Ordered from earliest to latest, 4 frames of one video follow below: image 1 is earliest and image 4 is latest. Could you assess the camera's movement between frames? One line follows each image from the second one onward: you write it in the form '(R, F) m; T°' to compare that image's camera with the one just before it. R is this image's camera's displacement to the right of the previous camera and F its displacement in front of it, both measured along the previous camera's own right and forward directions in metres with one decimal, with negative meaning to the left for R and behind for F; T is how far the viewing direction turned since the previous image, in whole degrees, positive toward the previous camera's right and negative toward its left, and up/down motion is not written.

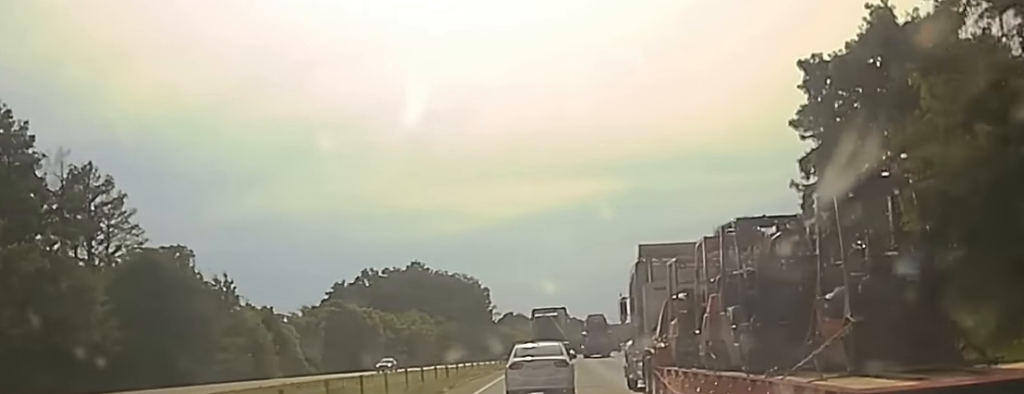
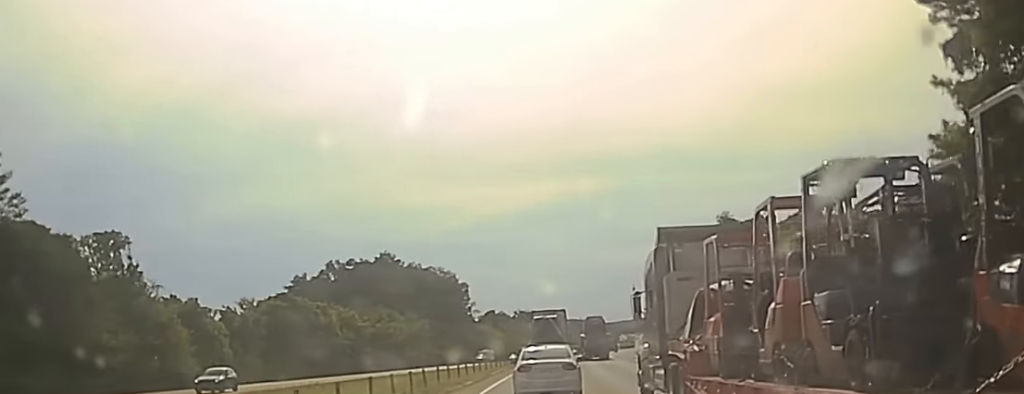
(+0.4, +27.0) m; +1°
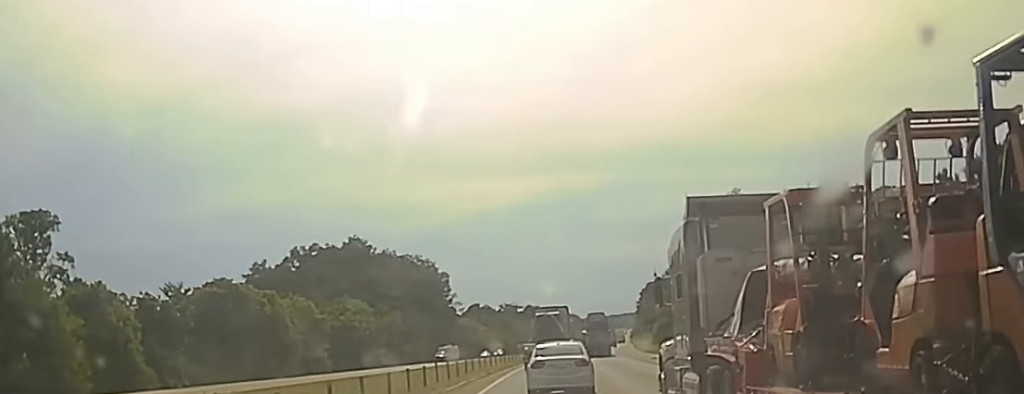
(+0.3, +24.9) m; +1°
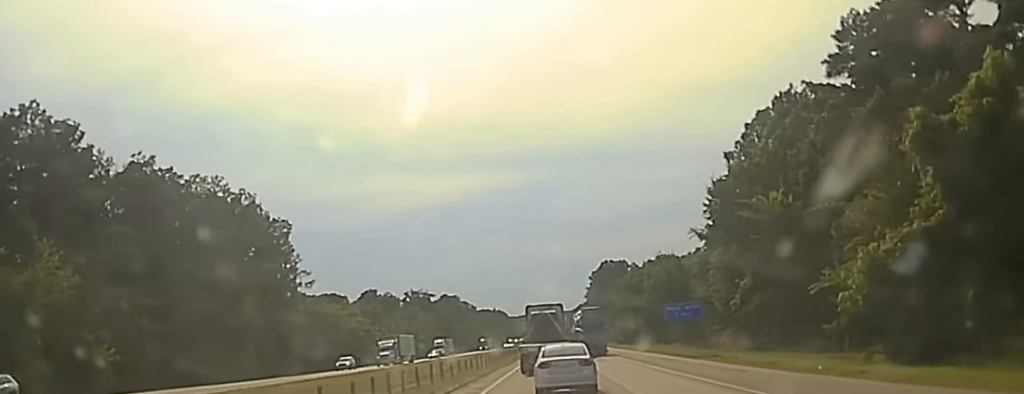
(+3.7, +120.8) m; +3°
